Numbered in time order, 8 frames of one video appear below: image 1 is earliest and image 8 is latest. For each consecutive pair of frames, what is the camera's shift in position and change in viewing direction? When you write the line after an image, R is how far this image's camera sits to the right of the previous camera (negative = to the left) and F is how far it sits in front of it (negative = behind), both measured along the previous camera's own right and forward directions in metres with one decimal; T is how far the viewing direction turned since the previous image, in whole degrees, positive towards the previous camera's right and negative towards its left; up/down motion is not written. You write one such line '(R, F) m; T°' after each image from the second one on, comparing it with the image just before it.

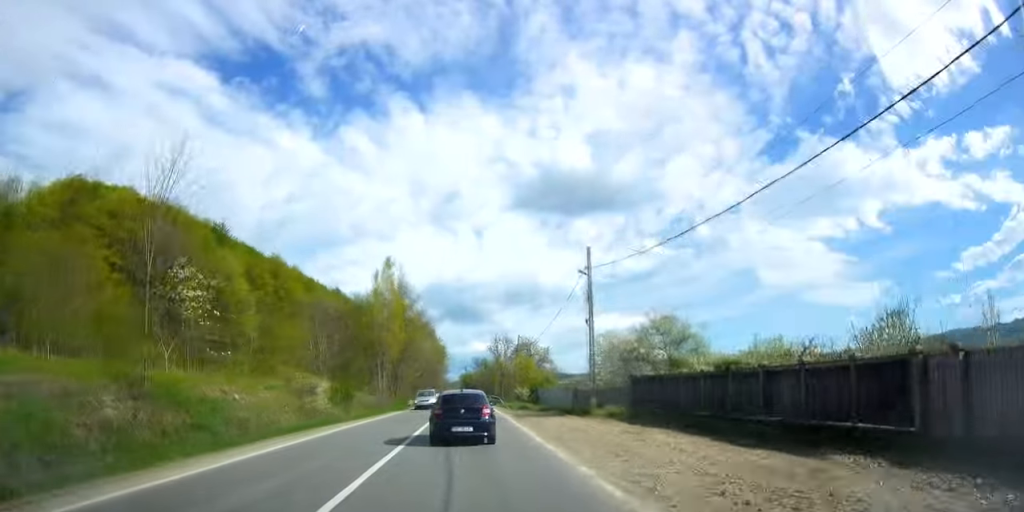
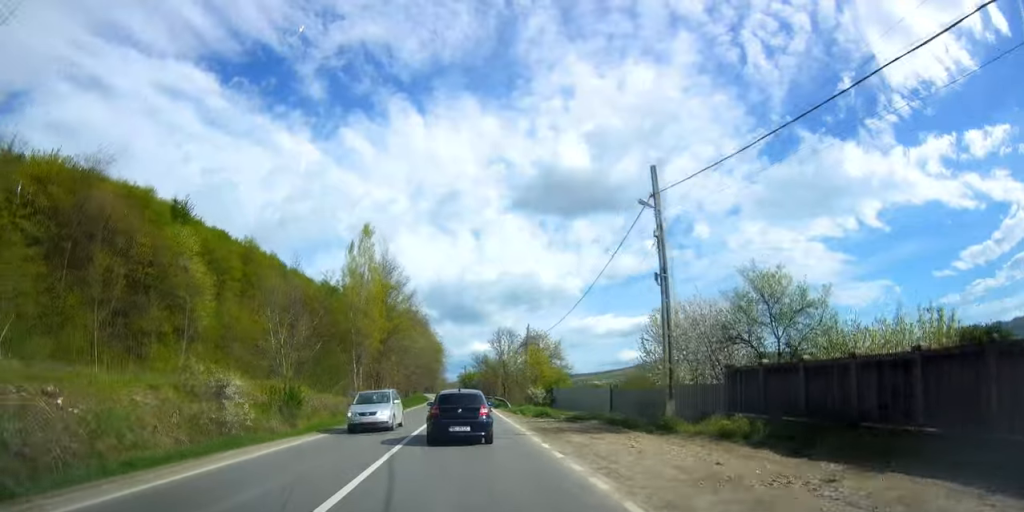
(0.0, +12.3) m; 0°
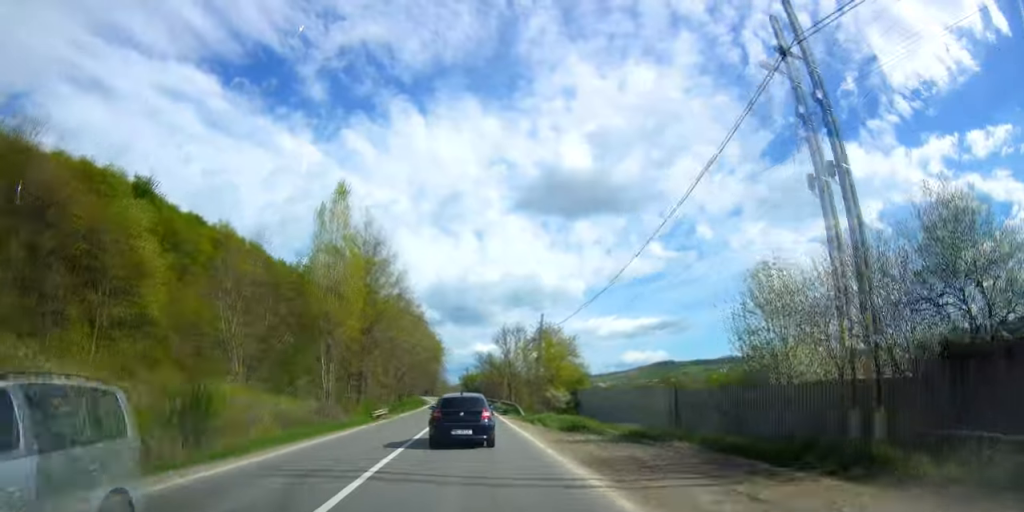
(-0.2, +10.2) m; 0°
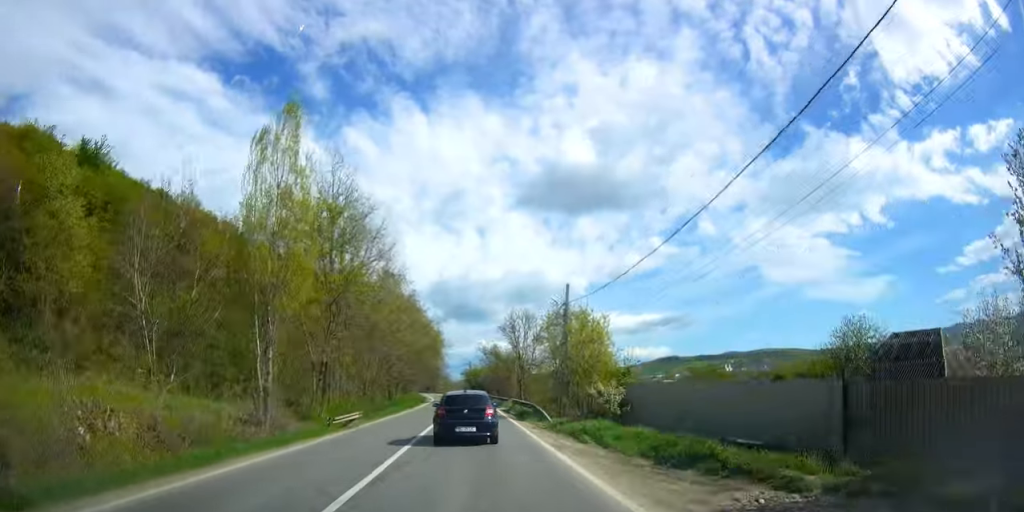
(+0.1, +10.6) m; 0°
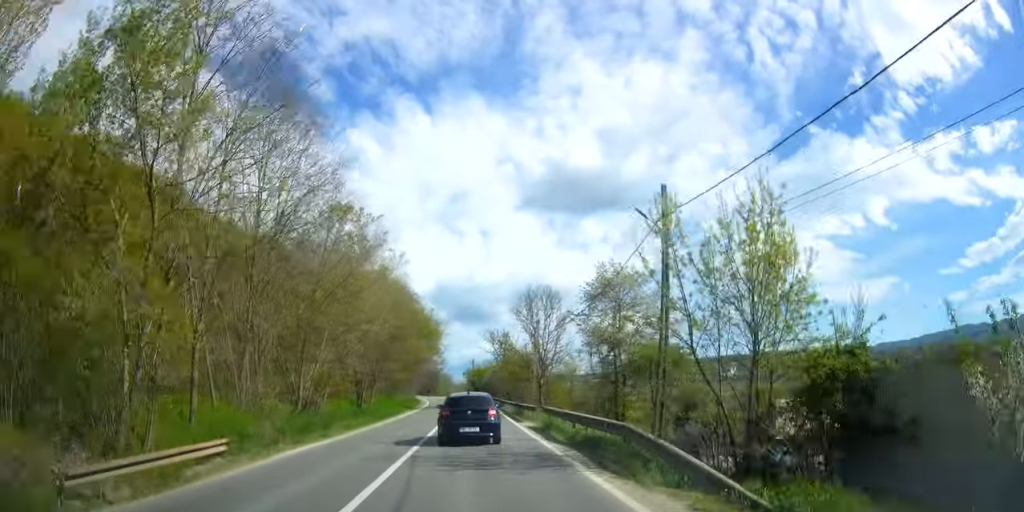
(0.0, +15.9) m; -1°
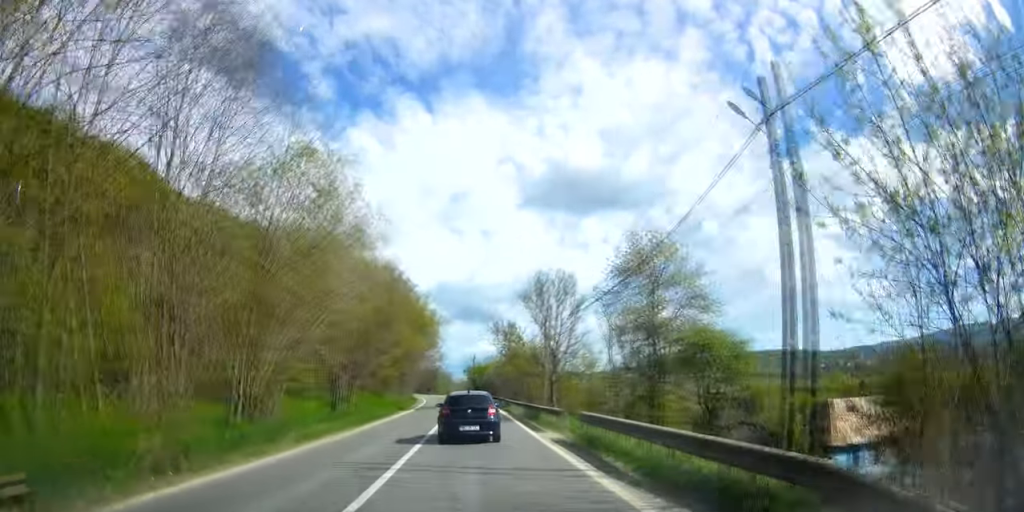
(-0.1, +6.4) m; -1°
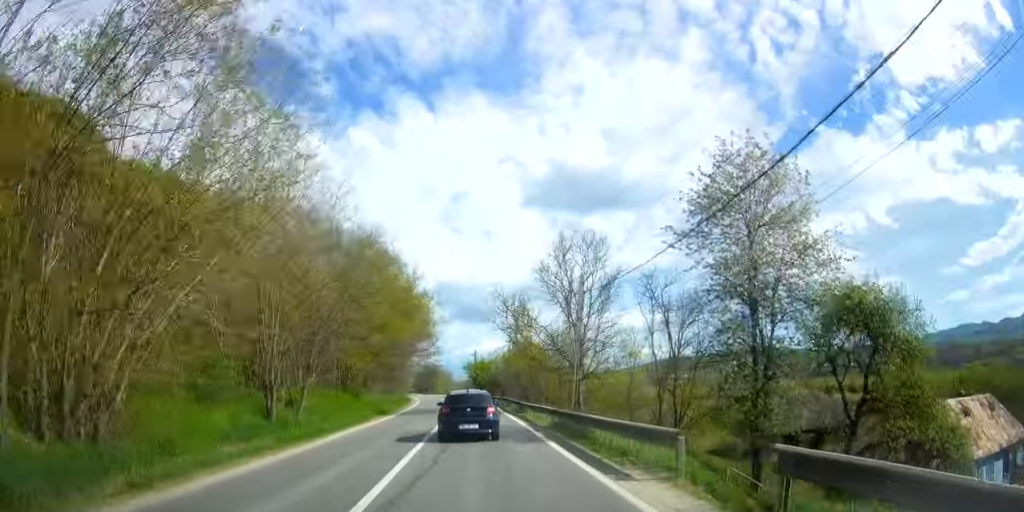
(0.0, +10.7) m; +1°
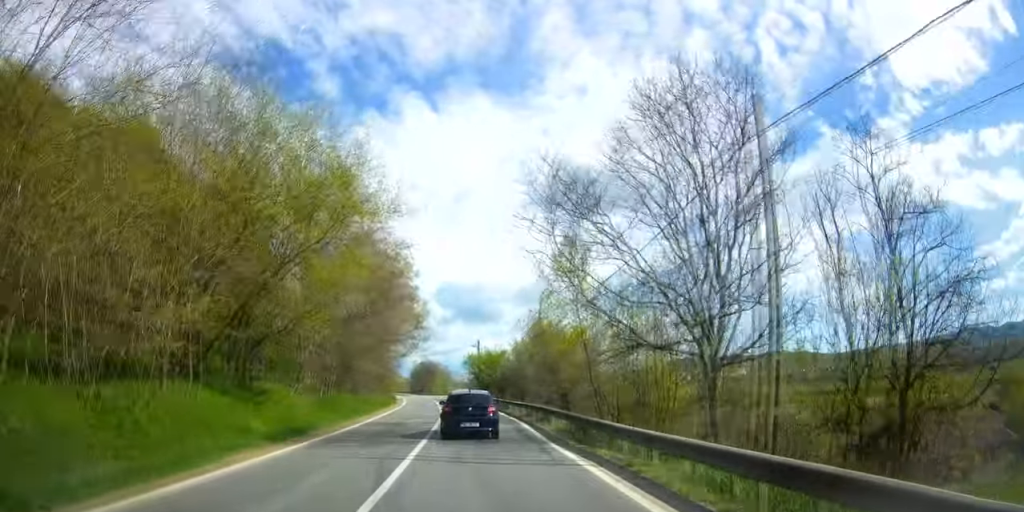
(+0.3, +20.0) m; +1°
